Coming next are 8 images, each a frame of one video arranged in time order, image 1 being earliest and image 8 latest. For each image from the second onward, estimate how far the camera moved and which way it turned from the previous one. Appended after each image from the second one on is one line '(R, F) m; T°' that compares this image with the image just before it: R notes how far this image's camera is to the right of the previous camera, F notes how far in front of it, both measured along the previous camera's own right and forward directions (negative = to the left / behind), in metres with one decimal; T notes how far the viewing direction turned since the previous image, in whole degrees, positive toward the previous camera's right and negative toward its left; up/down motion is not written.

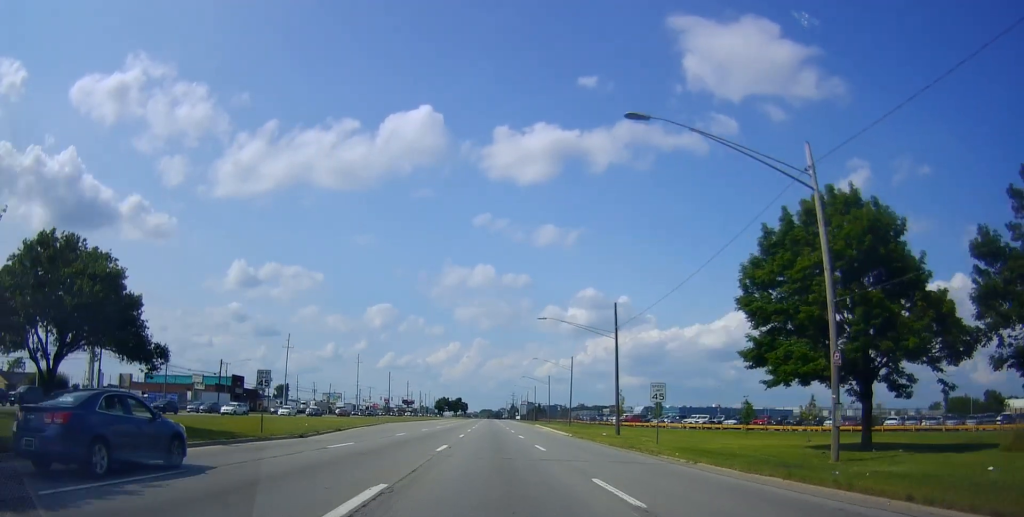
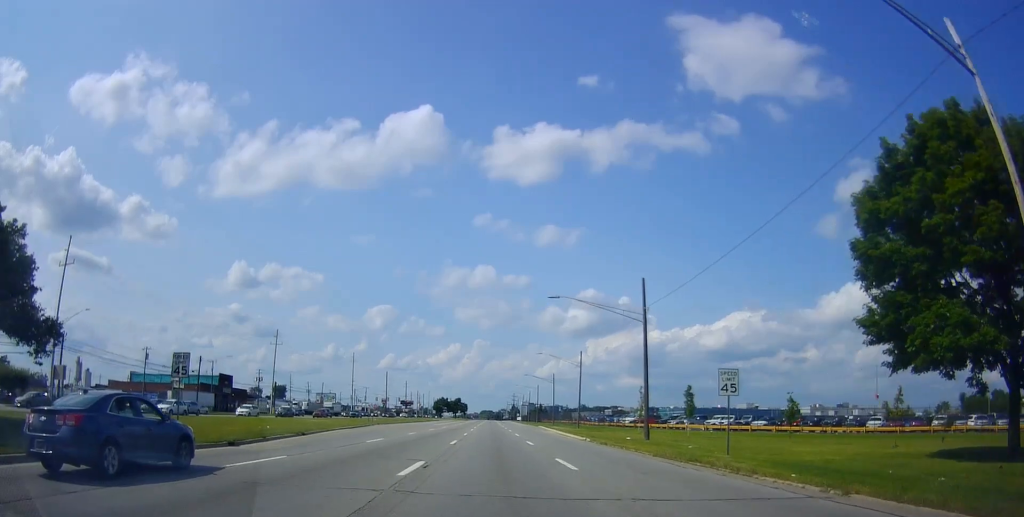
(-0.1, +8.8) m; +1°
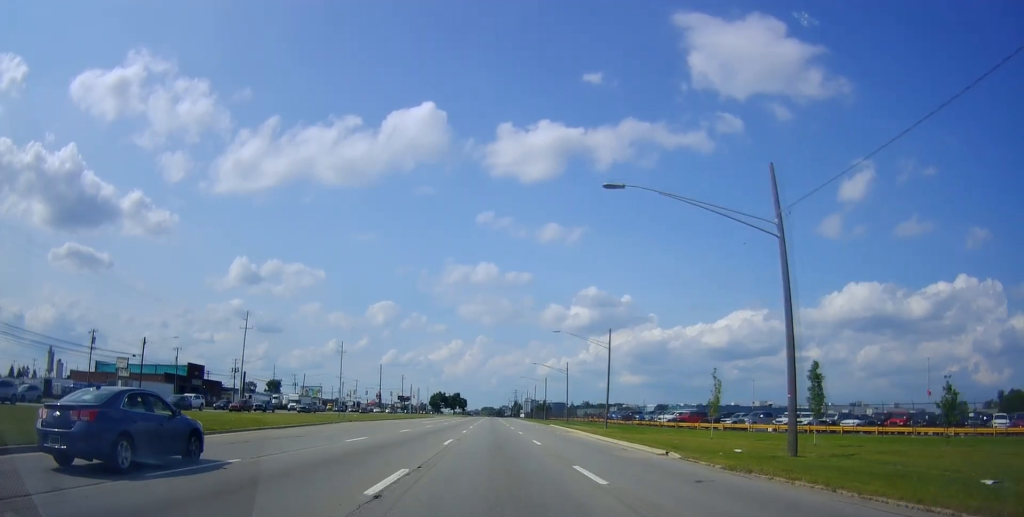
(+0.5, +19.3) m; +2°
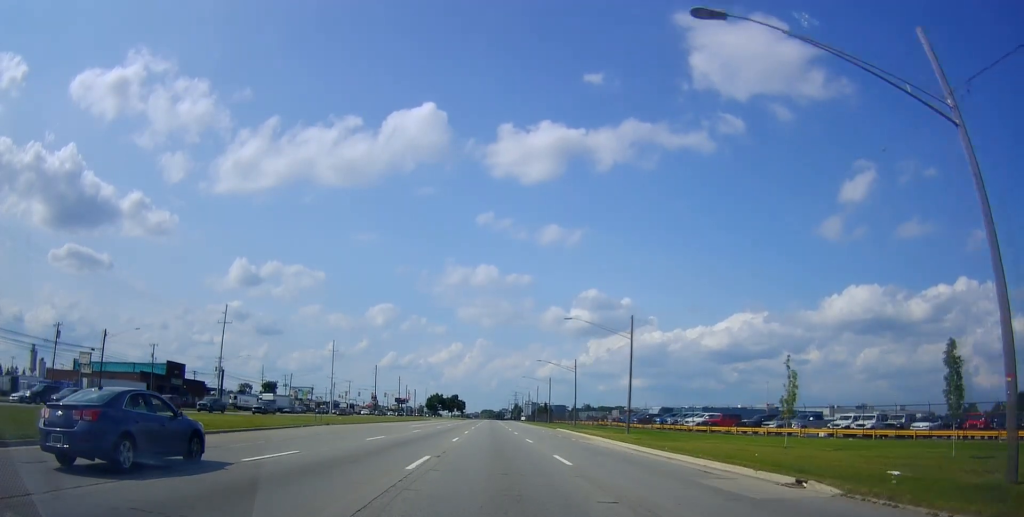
(+0.2, +10.4) m; 0°
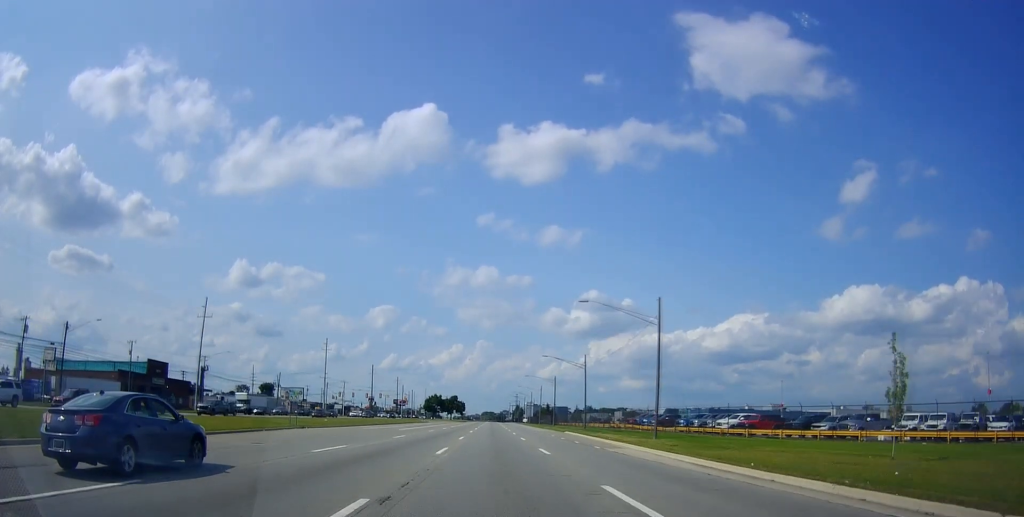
(-0.3, +9.0) m; -1°
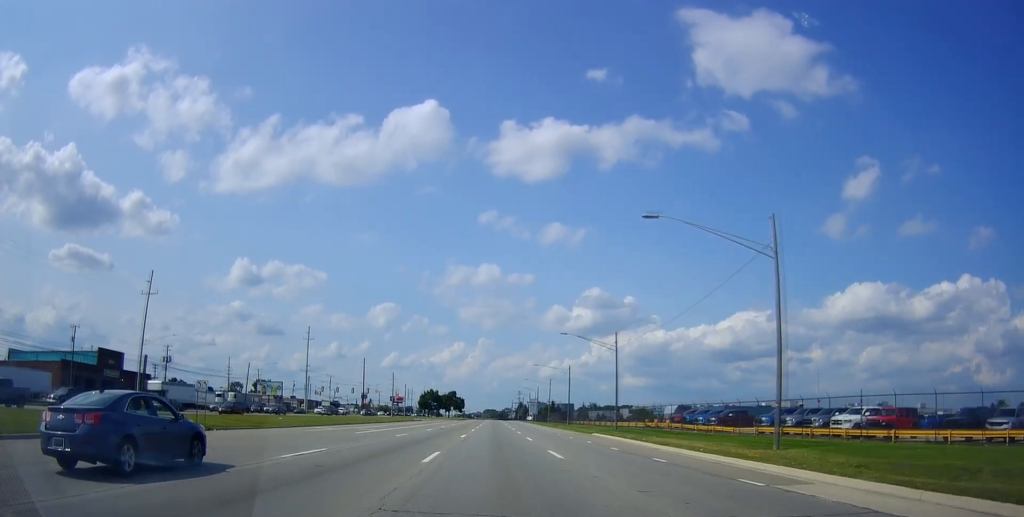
(-0.3, +19.4) m; 0°
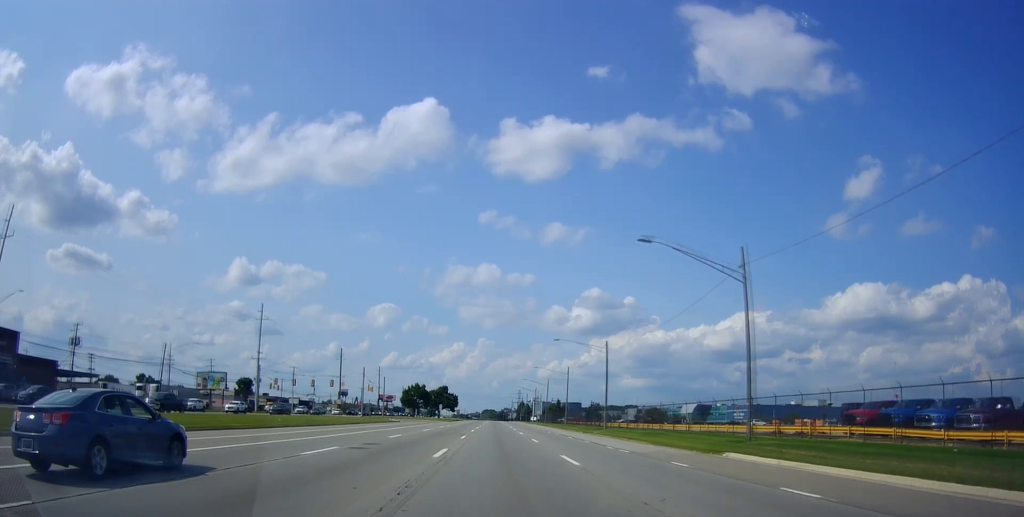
(+0.2, +33.1) m; +1°
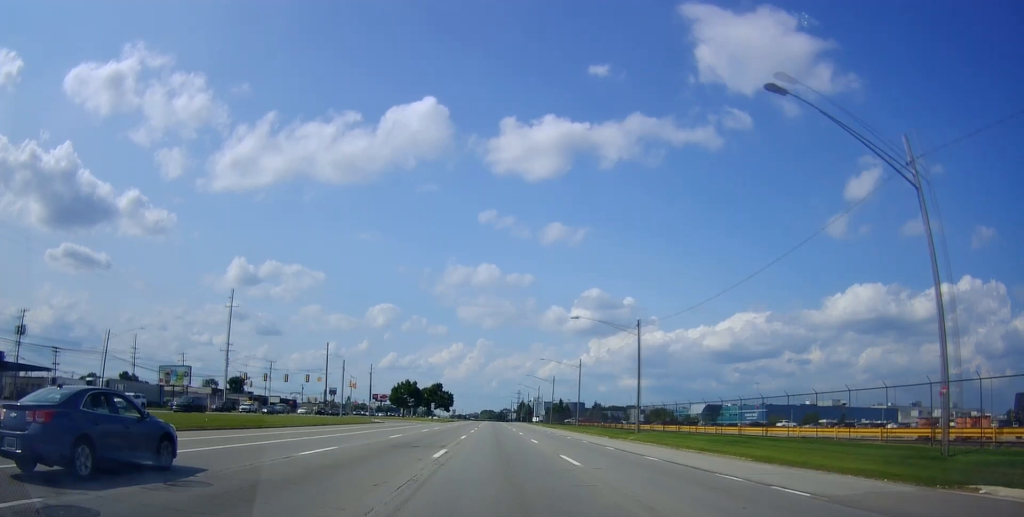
(-0.1, +15.2) m; +1°
